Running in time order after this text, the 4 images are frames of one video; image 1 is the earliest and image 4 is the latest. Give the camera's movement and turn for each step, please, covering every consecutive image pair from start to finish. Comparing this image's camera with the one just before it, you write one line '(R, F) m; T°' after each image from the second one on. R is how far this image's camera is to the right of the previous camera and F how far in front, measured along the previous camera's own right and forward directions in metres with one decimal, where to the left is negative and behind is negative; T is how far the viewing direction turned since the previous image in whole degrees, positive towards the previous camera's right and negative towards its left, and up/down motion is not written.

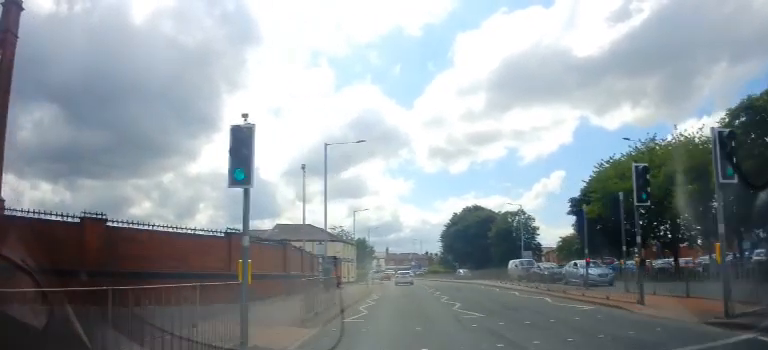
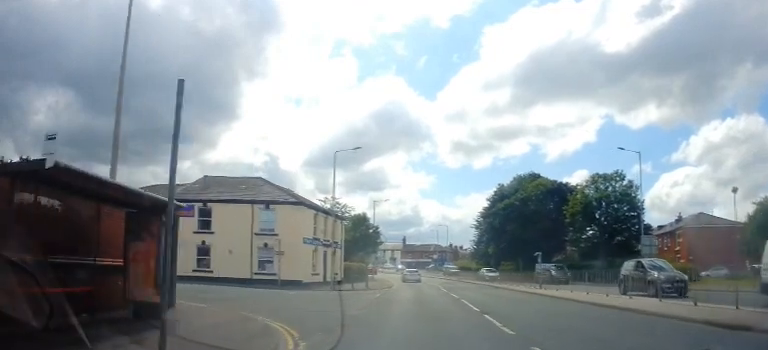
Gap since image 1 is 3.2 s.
(-1.4, +30.3) m; -2°
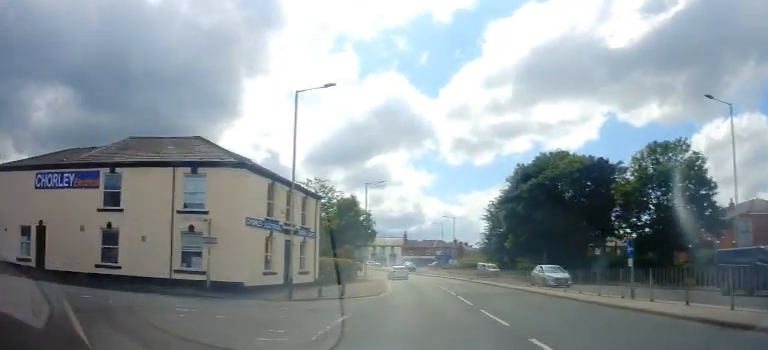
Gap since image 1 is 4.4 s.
(+0.1, +11.6) m; -1°
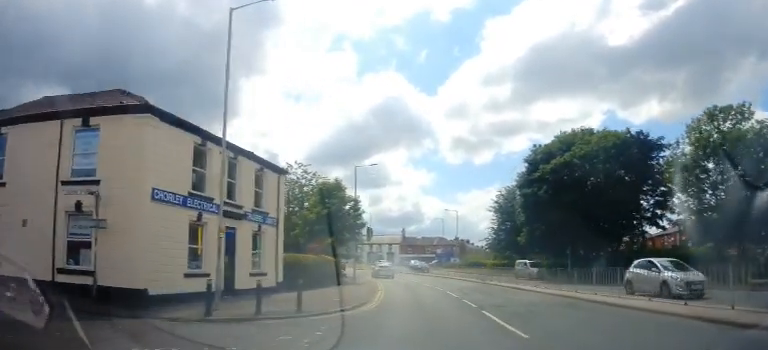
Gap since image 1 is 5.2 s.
(-0.2, +8.2) m; -1°
